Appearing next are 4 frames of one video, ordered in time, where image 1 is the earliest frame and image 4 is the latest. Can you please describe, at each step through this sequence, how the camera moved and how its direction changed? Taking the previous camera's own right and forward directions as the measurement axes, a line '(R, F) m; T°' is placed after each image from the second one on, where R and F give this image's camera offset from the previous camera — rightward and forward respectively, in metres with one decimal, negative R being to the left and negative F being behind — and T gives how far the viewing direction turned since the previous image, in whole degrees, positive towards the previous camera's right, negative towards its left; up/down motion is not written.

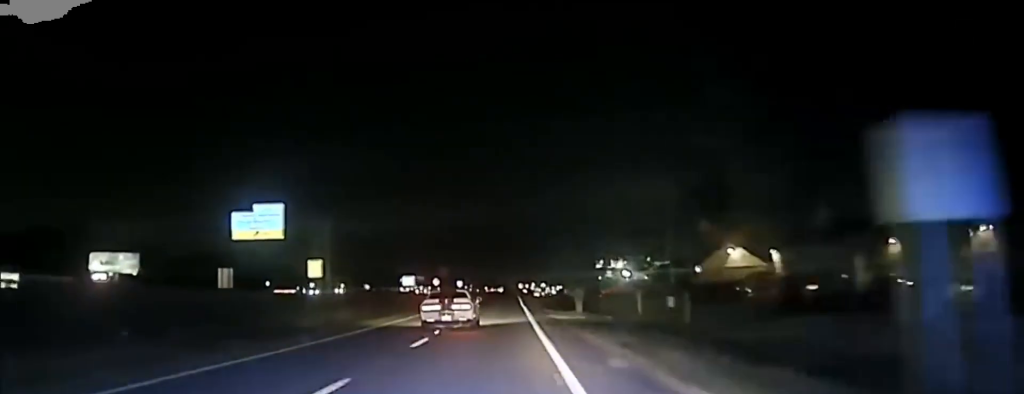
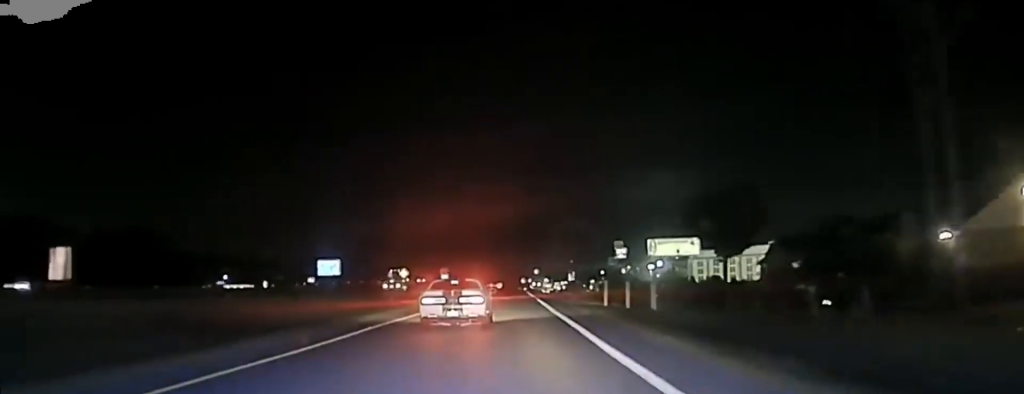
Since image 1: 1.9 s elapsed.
(+0.1, +85.4) m; 0°
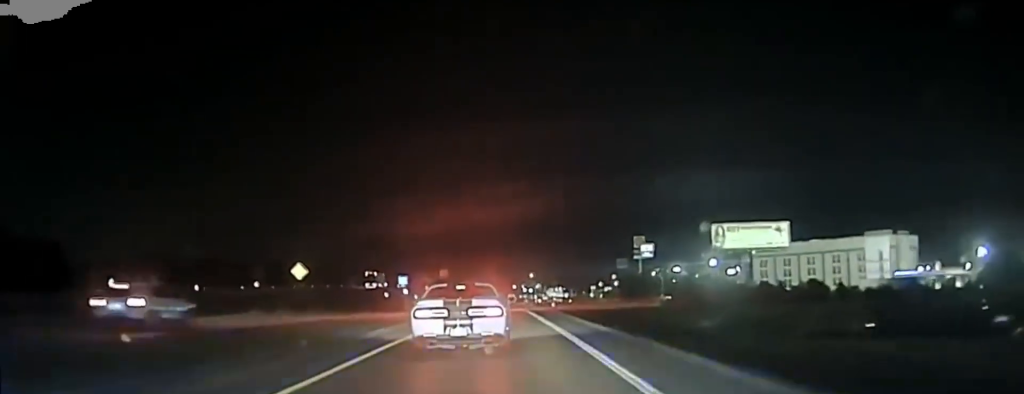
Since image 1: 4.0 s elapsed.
(+0.1, +88.9) m; 0°
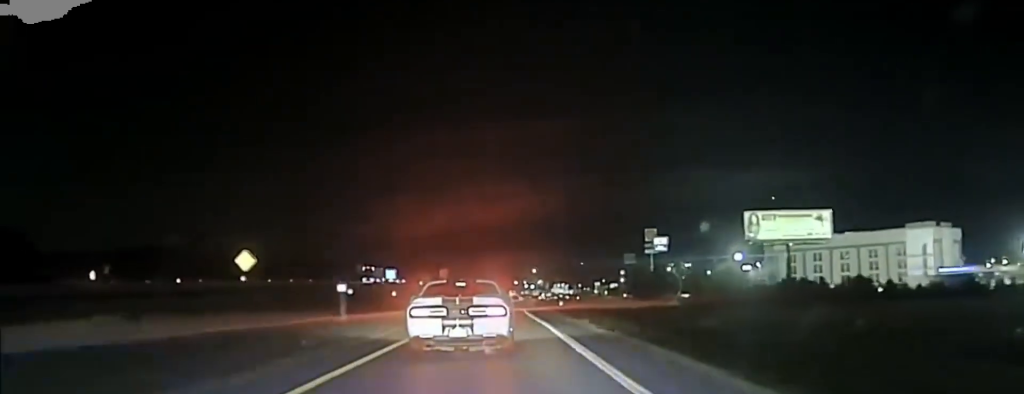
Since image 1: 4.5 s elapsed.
(0.0, +20.3) m; 0°
